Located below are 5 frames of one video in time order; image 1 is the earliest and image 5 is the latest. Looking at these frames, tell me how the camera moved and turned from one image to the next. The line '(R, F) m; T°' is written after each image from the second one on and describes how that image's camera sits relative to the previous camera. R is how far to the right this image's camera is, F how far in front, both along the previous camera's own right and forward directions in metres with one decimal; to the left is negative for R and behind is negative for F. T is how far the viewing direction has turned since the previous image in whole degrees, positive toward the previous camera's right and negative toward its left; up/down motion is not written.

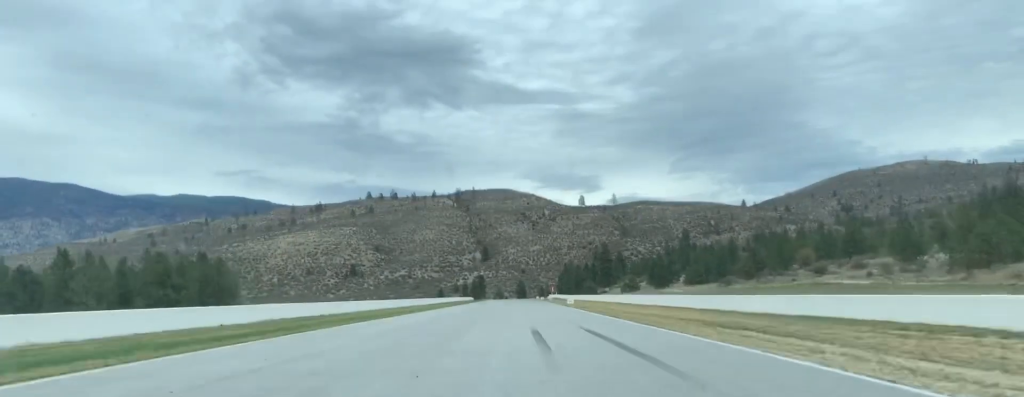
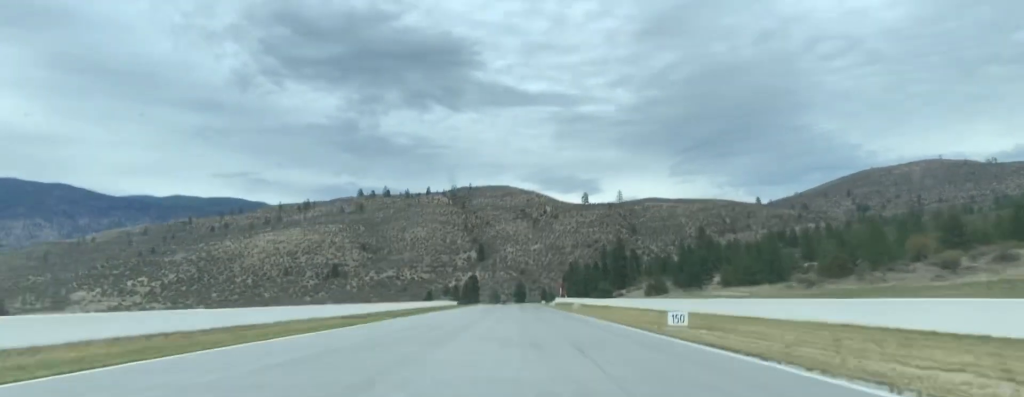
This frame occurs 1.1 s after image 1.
(0.0, +64.7) m; 0°
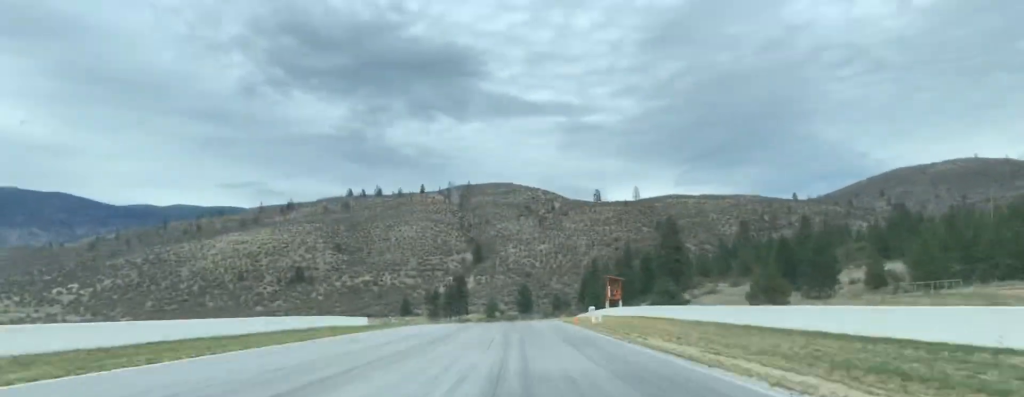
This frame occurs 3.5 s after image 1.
(-0.1, +123.0) m; 0°
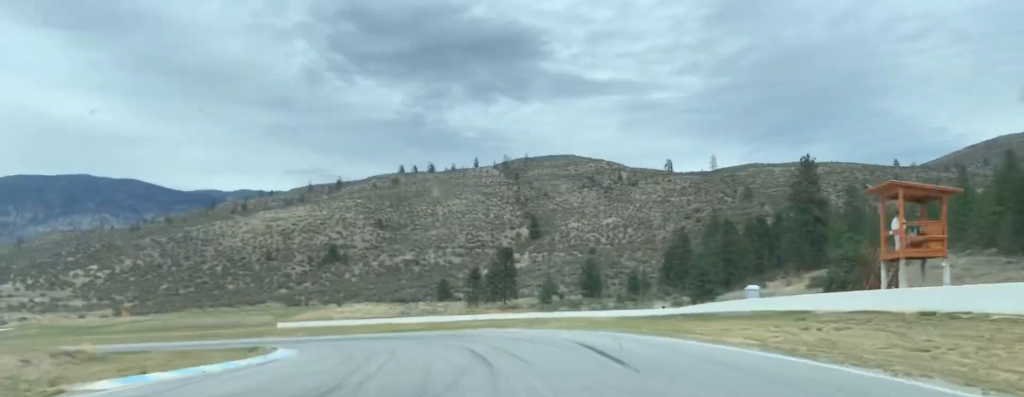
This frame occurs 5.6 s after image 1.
(-2.3, +79.5) m; -8°
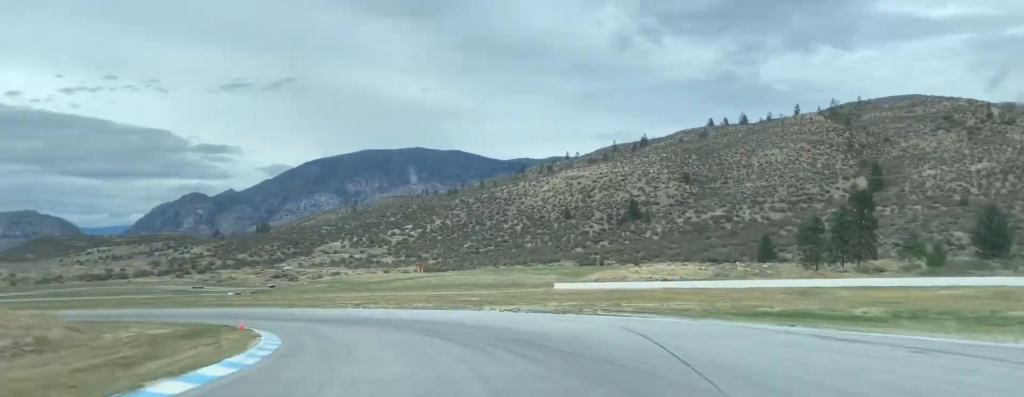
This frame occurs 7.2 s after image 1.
(-10.1, +48.4) m; -28°
